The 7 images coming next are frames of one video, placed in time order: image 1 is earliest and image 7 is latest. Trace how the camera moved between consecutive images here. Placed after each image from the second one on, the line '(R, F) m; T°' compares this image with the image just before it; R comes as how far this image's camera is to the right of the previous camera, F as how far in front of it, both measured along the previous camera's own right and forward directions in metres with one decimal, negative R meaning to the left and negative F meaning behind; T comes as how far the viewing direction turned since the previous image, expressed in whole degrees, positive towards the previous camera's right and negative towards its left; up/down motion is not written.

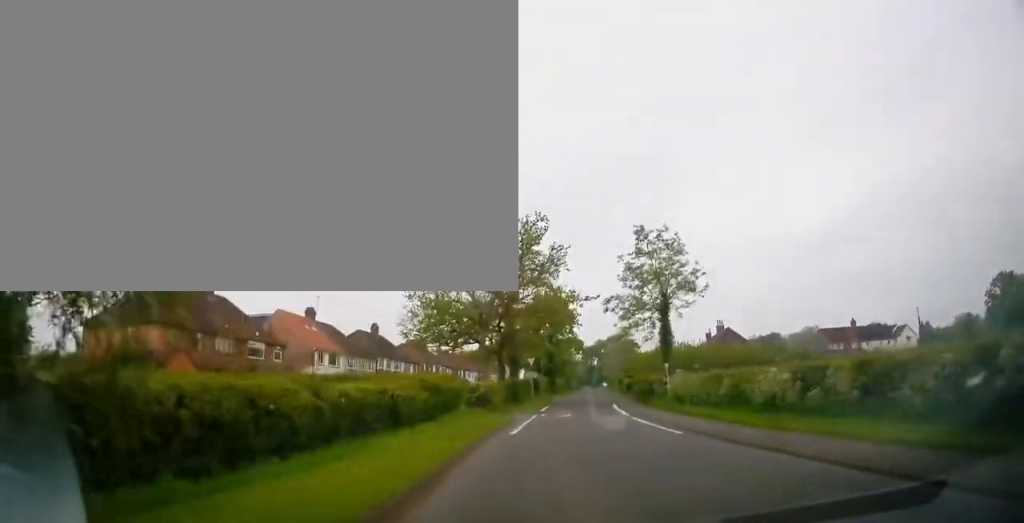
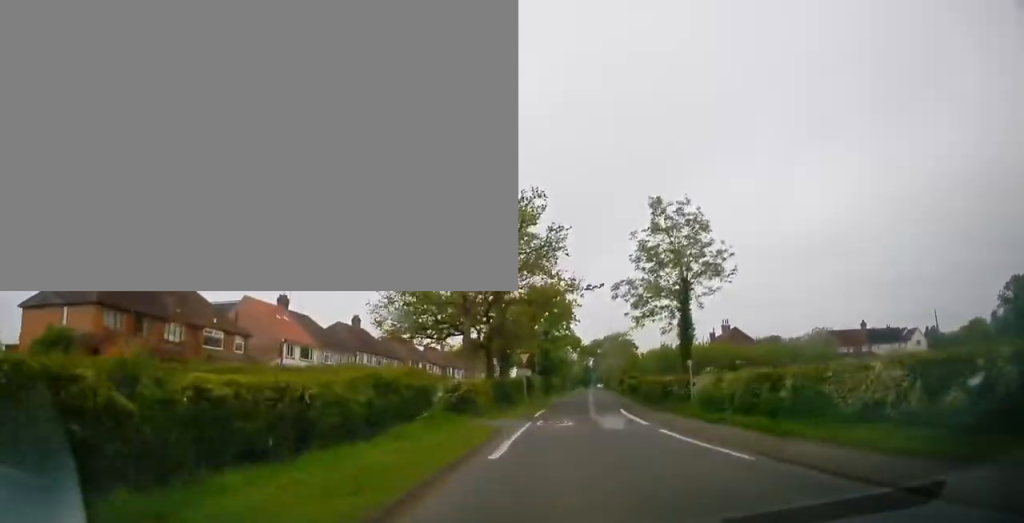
(-0.1, +6.1) m; +2°
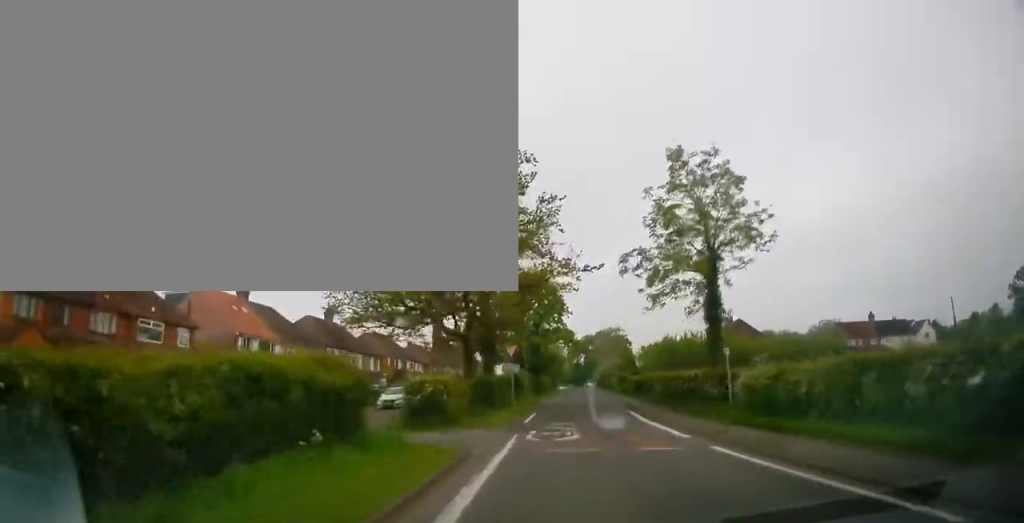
(+0.3, +6.2) m; +2°
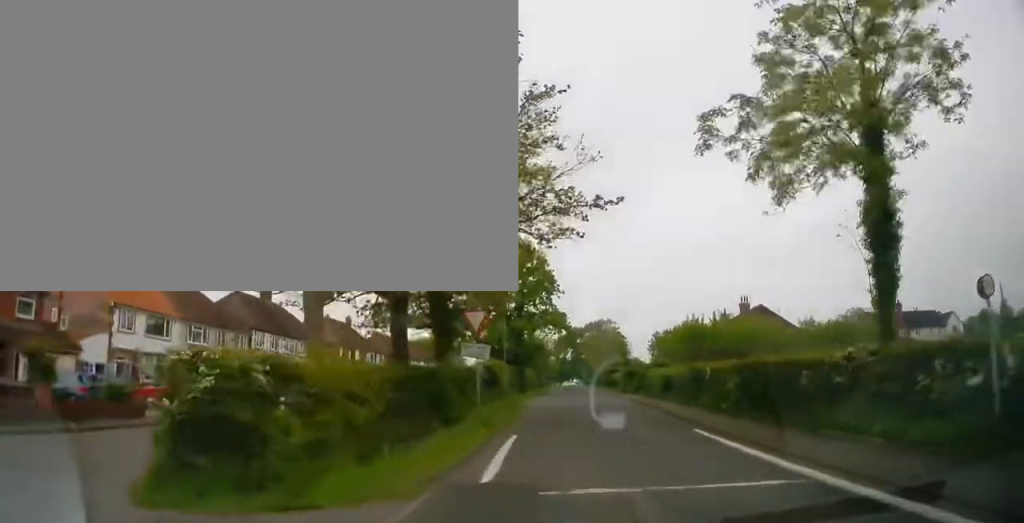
(+0.4, +12.9) m; +2°
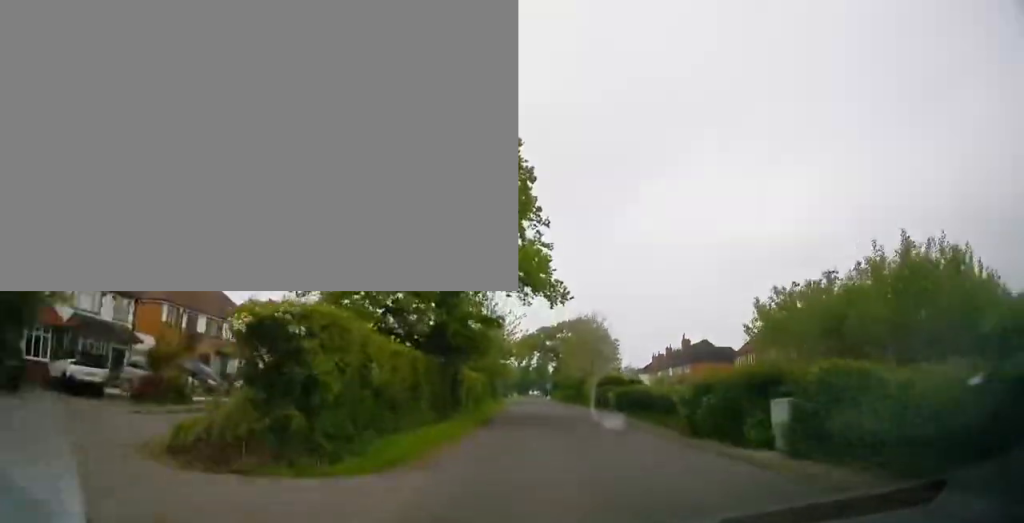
(0.0, +26.4) m; -1°
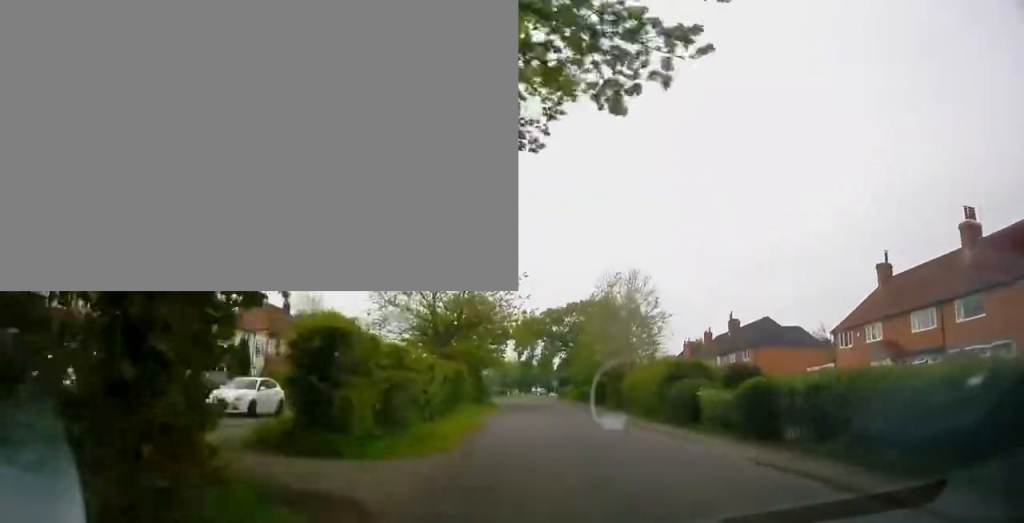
(+0.7, +19.6) m; +4°
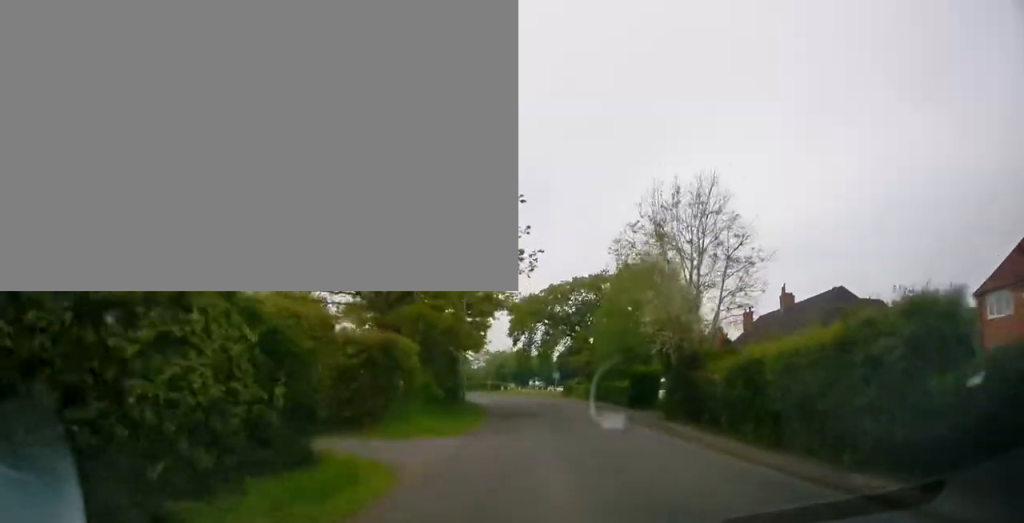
(-0.1, +15.2) m; -2°
